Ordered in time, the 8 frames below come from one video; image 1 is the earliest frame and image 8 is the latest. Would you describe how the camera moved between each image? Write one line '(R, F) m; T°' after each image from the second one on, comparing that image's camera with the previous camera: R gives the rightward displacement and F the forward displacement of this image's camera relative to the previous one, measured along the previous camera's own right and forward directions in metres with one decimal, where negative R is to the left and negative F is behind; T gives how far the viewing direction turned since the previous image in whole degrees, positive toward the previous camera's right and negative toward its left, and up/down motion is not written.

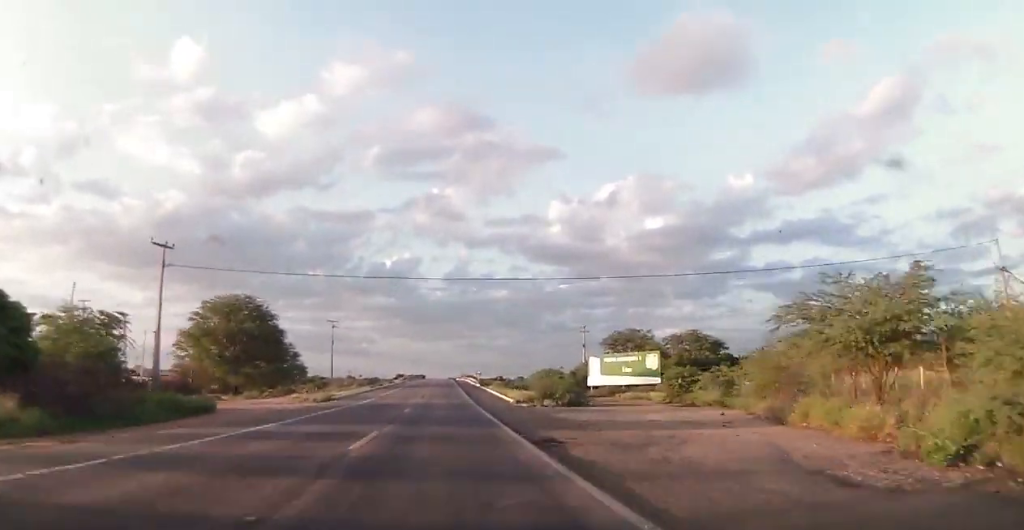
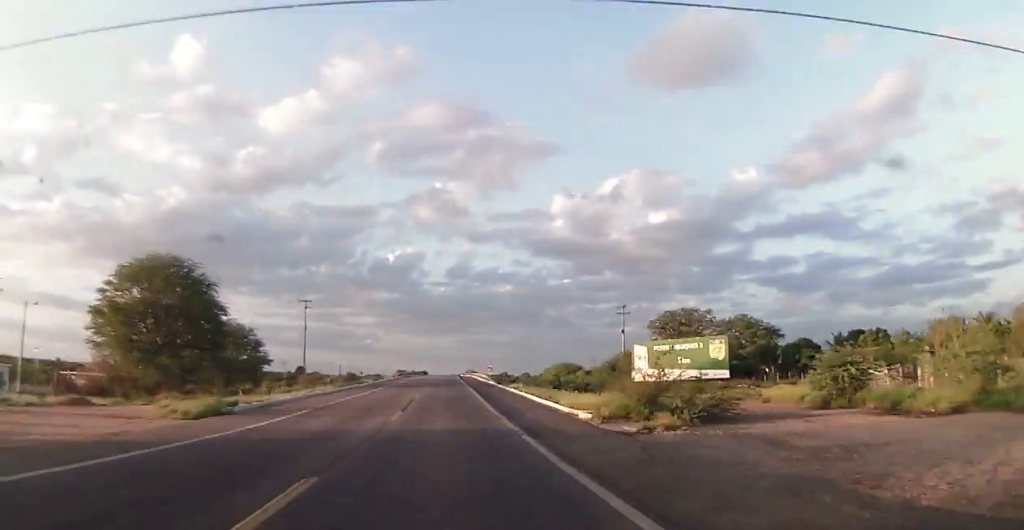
(-0.1, +24.1) m; -1°
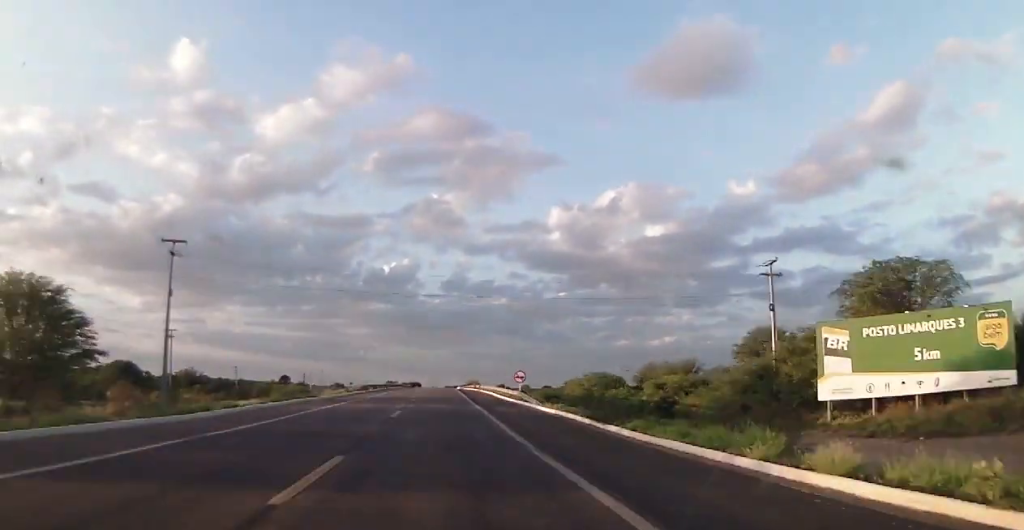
(-0.2, +43.0) m; 0°
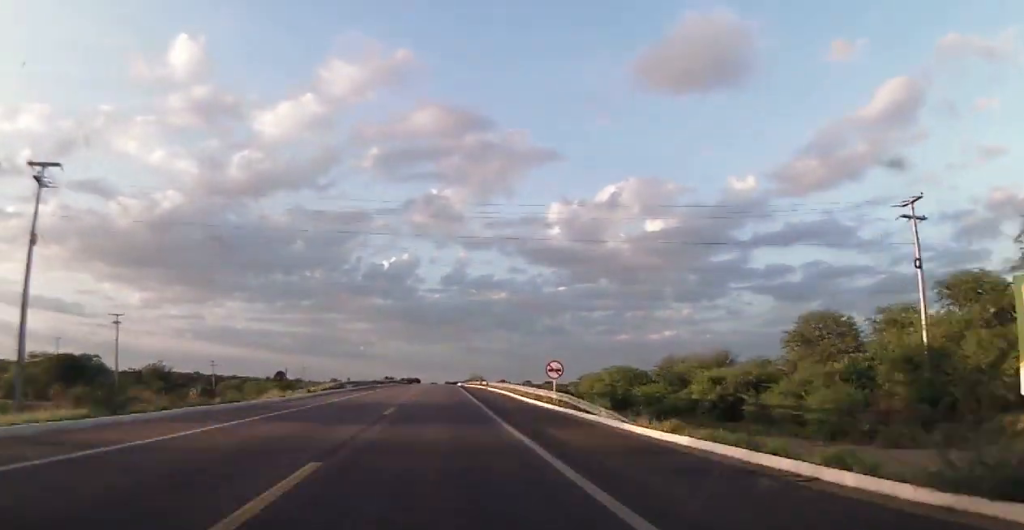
(+0.2, +16.4) m; 0°
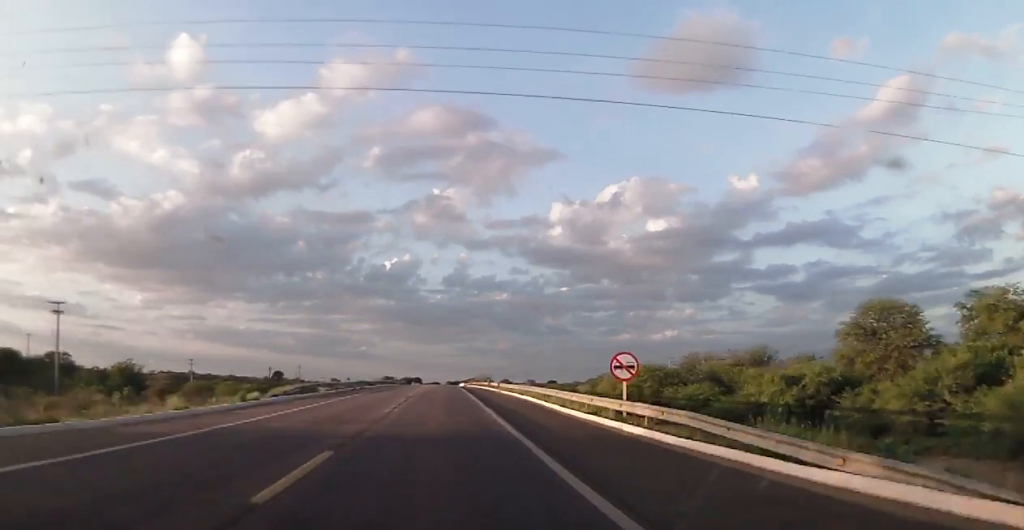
(-0.1, +13.7) m; 0°
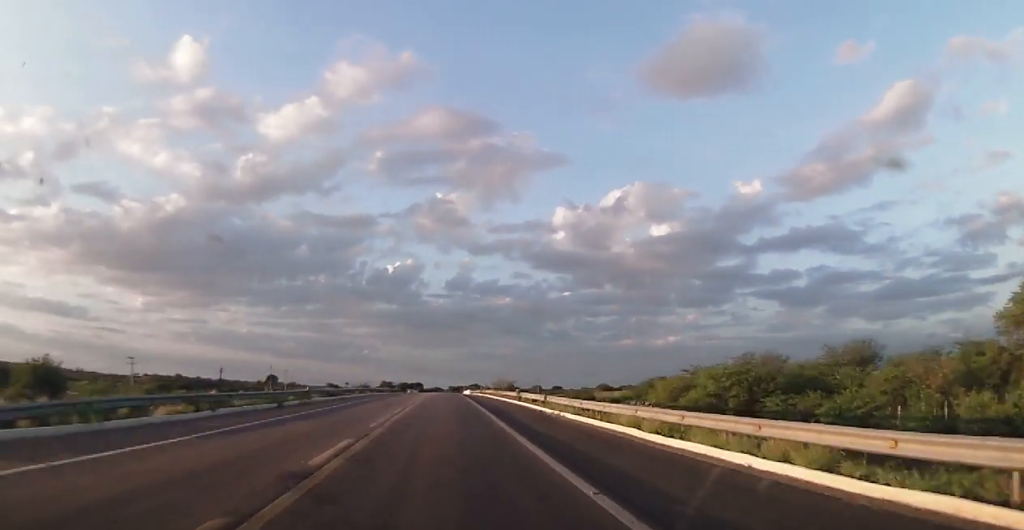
(-0.1, +30.1) m; 0°
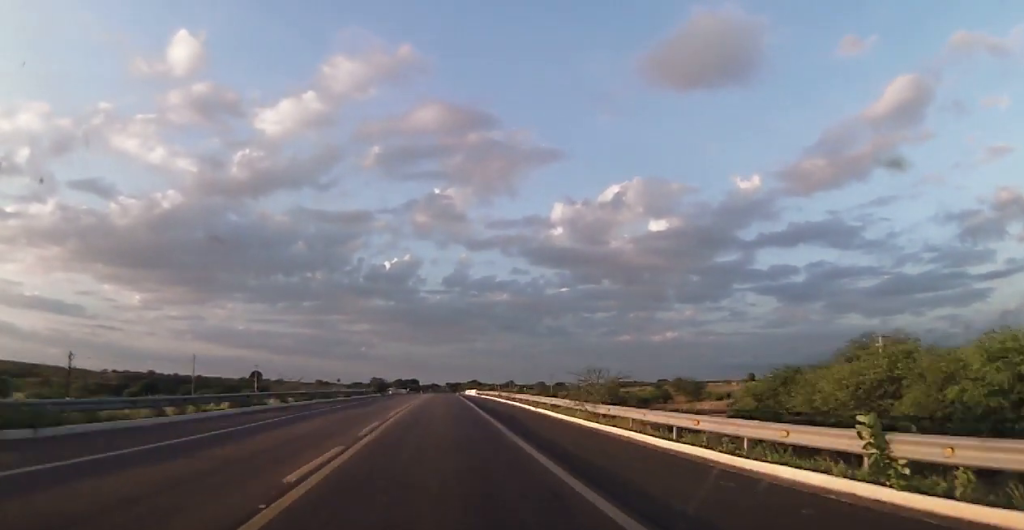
(-0.2, +45.2) m; 0°
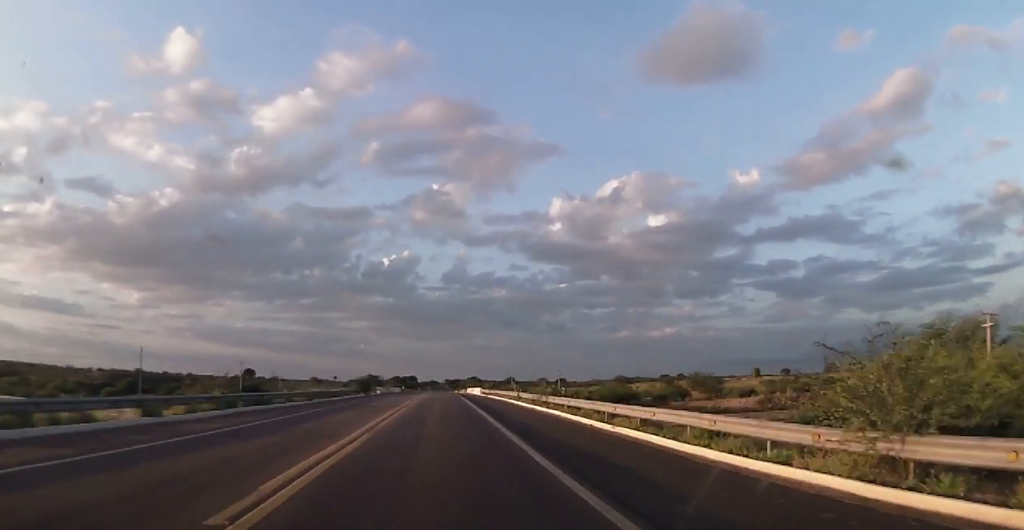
(+0.2, +18.1) m; 0°
